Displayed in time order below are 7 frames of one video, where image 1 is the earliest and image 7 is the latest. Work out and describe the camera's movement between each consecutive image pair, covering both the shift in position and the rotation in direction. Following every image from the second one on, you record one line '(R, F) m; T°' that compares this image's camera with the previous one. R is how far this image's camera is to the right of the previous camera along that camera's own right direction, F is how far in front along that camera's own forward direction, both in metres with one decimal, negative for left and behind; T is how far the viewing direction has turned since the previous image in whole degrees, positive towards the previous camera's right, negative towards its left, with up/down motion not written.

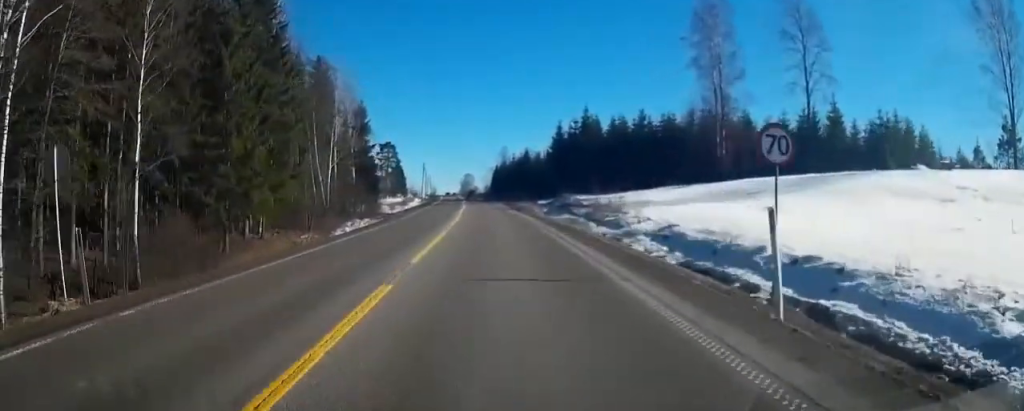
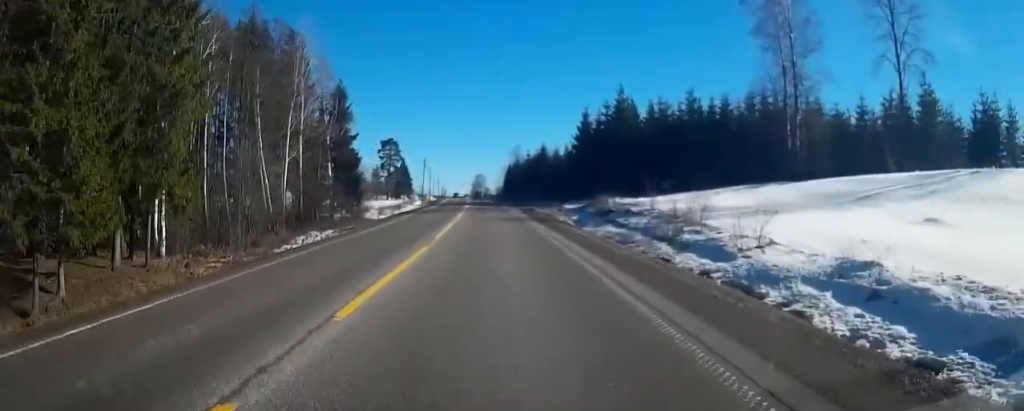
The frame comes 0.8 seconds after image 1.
(-0.2, +17.1) m; -1°
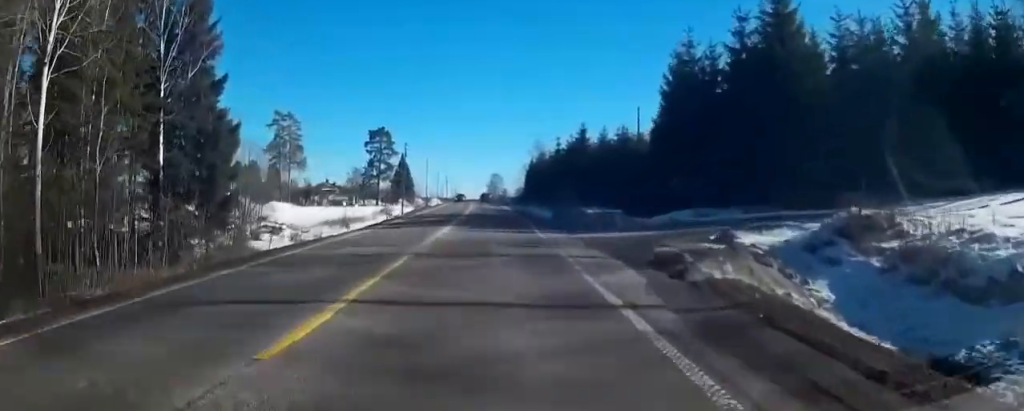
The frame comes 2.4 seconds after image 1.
(-0.2, +37.3) m; 0°
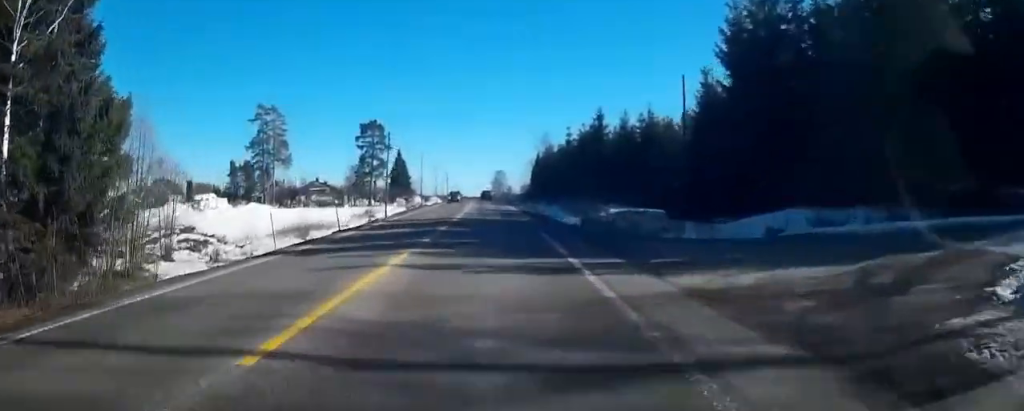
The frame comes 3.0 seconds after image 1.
(0.0, +12.0) m; -1°
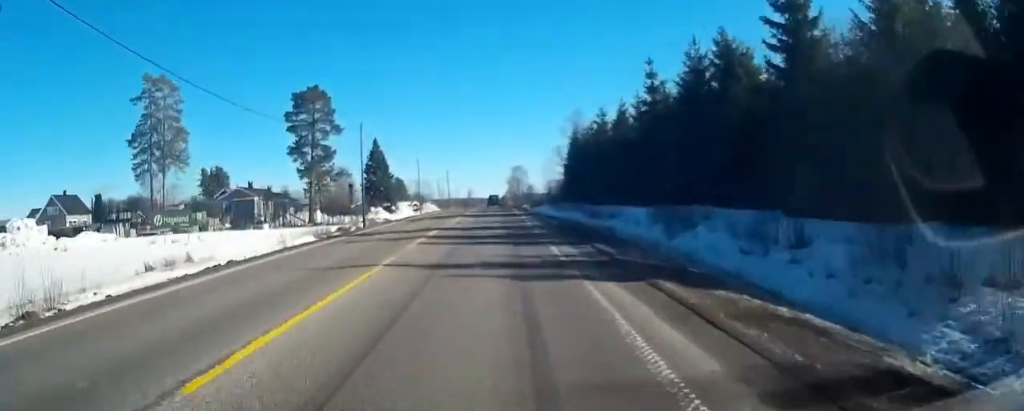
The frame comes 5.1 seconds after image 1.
(-1.0, +48.8) m; -2°
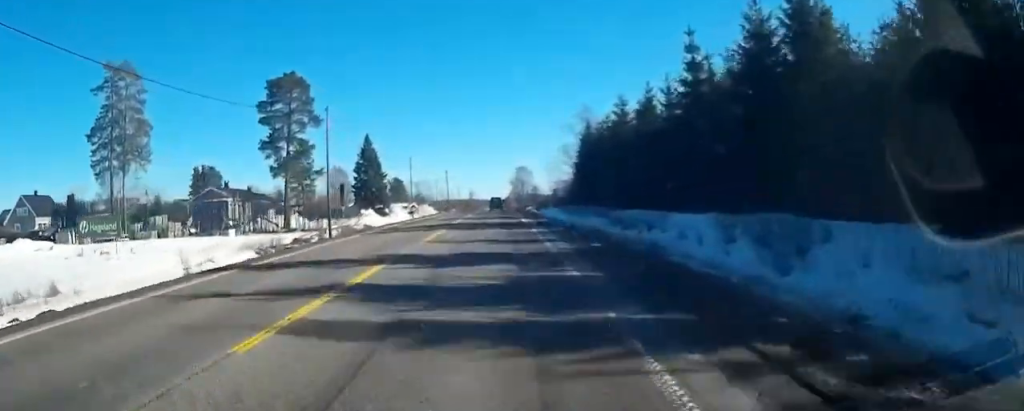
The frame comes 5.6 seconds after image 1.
(0.0, +10.4) m; 0°
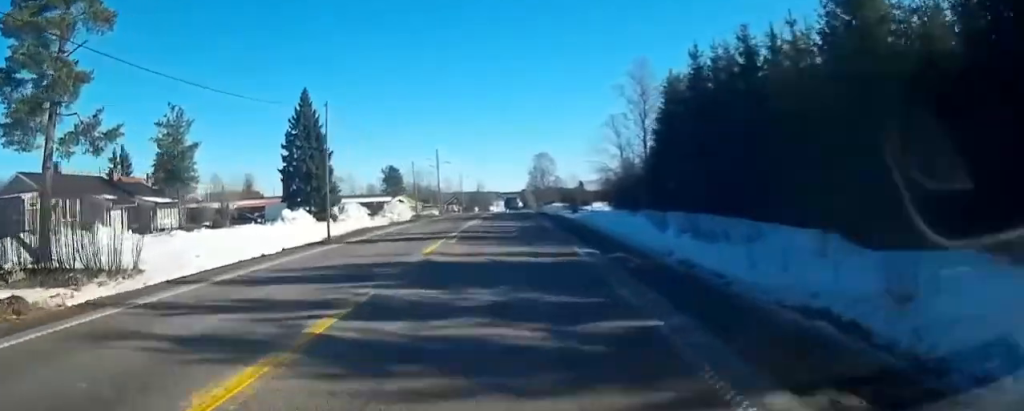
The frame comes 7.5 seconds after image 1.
(-0.7, +41.9) m; -2°
